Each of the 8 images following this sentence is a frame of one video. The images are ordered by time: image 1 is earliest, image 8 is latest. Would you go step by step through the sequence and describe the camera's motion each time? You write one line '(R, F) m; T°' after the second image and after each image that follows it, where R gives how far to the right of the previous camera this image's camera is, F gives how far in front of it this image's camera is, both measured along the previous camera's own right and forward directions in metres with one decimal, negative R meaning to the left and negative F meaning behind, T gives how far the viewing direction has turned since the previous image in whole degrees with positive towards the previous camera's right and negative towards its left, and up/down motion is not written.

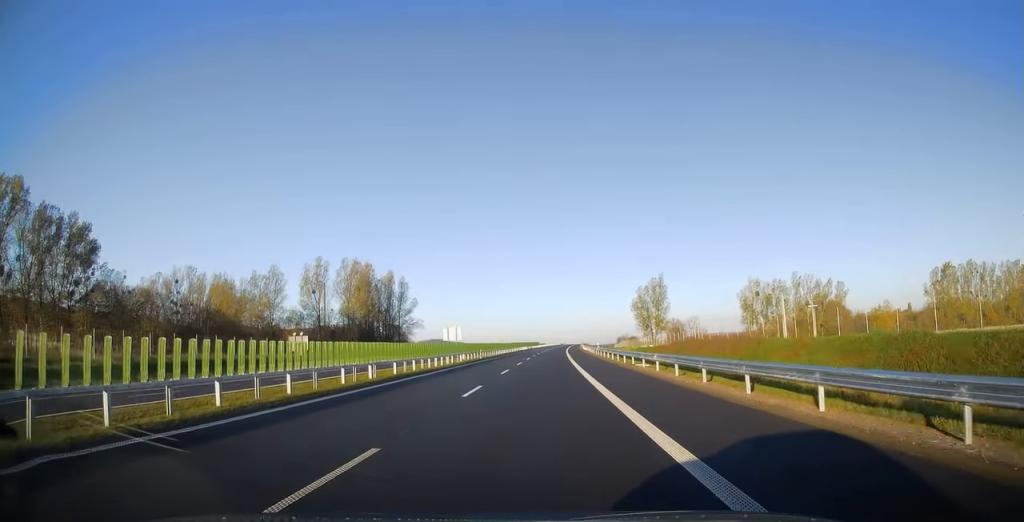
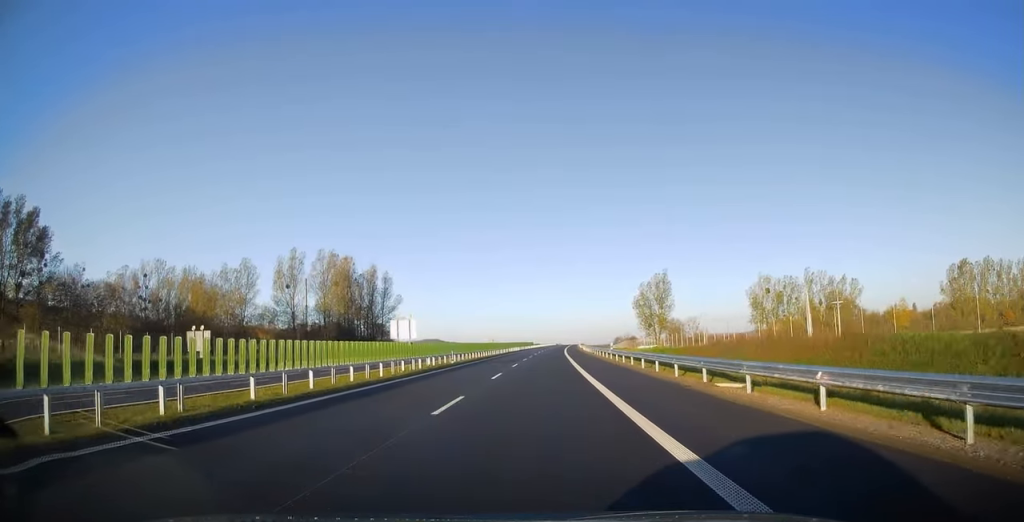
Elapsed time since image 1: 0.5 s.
(-0.1, +16.1) m; 0°
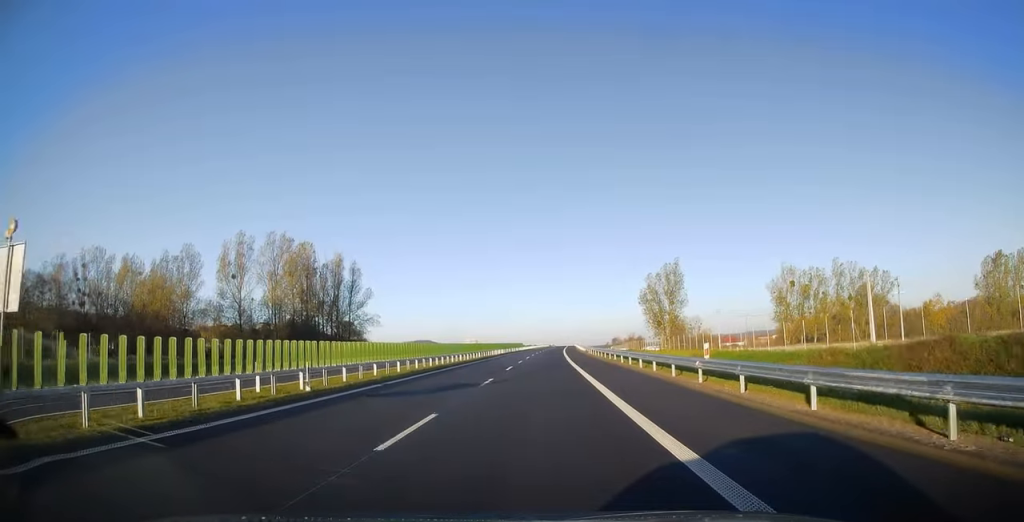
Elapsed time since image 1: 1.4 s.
(+0.4, +27.9) m; +1°
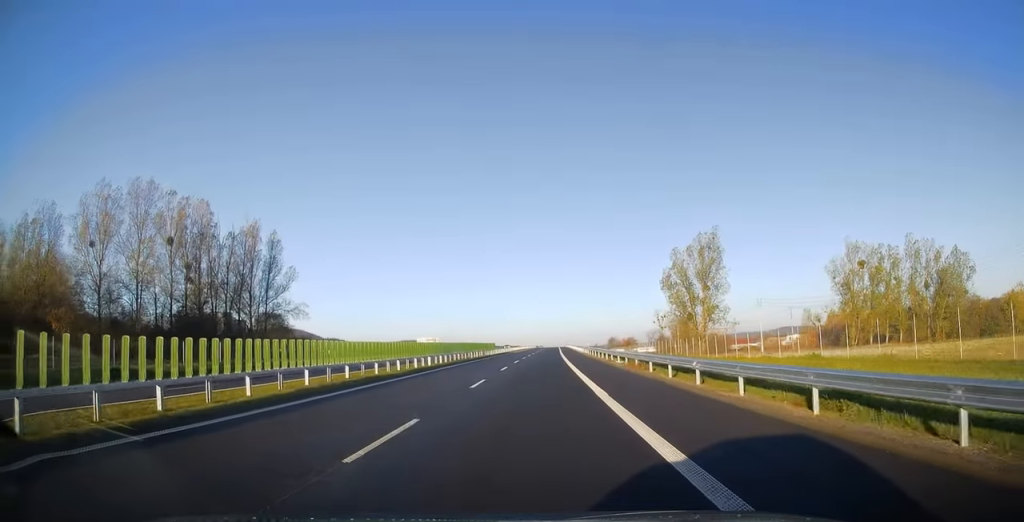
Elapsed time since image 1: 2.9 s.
(+0.2, +48.8) m; +1°
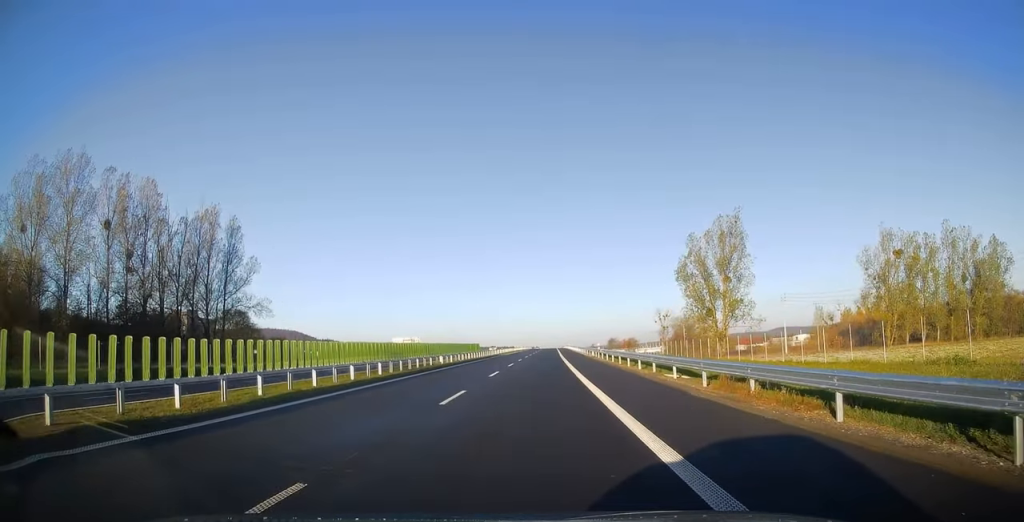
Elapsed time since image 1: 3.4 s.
(0.0, +17.1) m; 0°
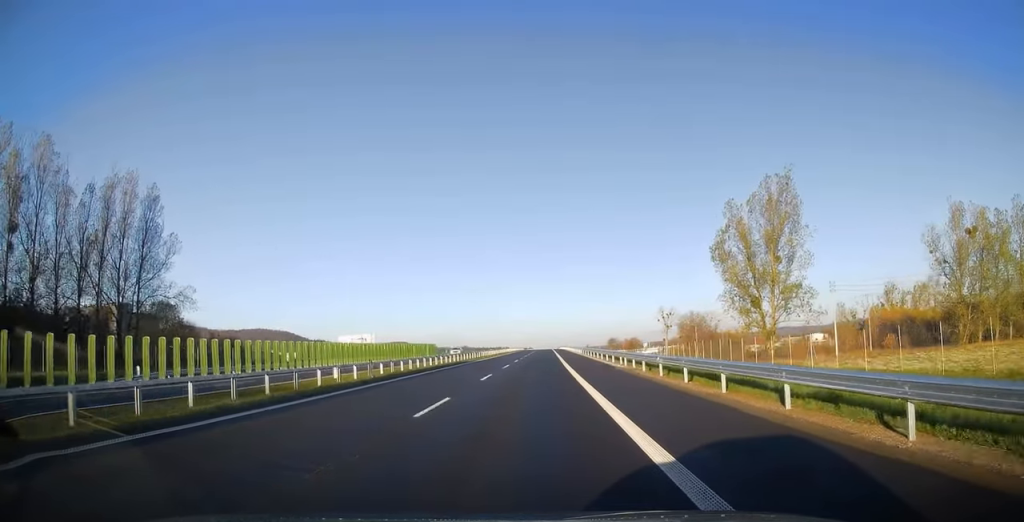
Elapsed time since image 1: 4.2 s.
(+0.2, +26.1) m; +1°
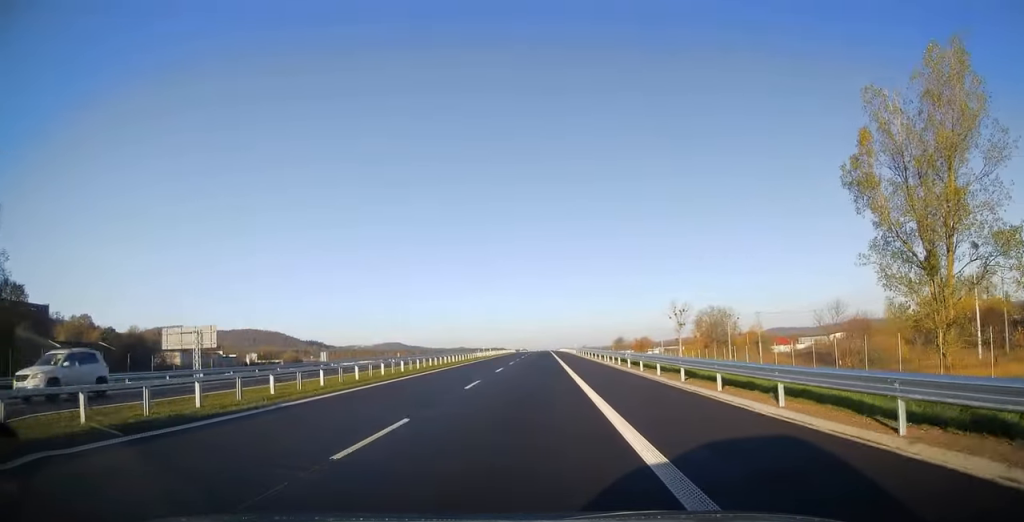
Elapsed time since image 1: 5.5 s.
(+0.2, +40.0) m; 0°
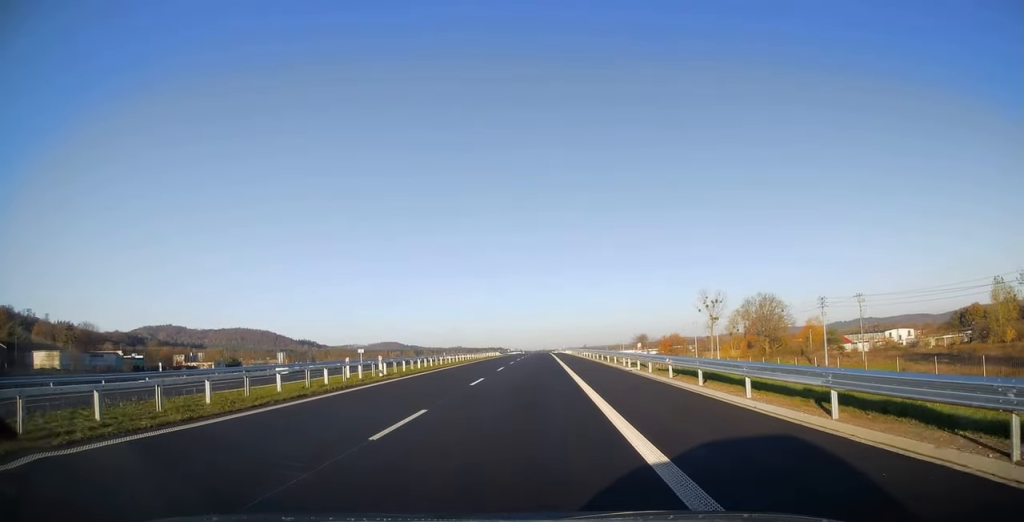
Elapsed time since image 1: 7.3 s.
(+0.1, +58.1) m; 0°
